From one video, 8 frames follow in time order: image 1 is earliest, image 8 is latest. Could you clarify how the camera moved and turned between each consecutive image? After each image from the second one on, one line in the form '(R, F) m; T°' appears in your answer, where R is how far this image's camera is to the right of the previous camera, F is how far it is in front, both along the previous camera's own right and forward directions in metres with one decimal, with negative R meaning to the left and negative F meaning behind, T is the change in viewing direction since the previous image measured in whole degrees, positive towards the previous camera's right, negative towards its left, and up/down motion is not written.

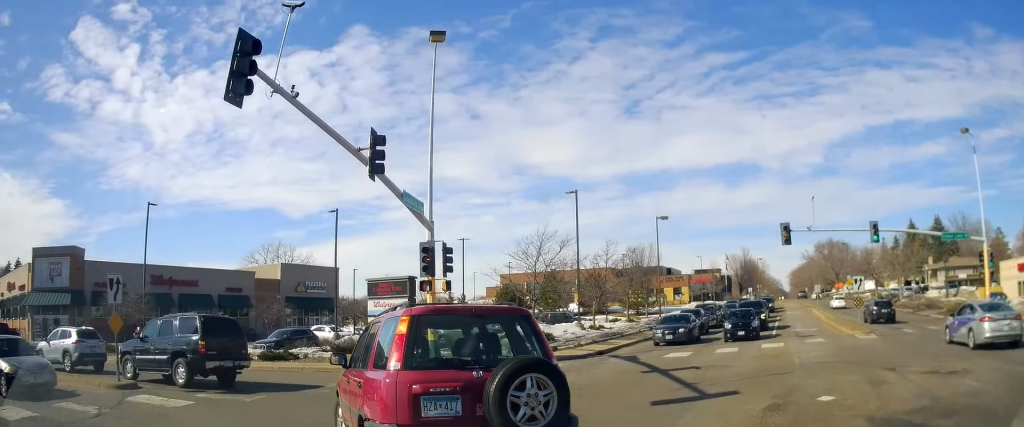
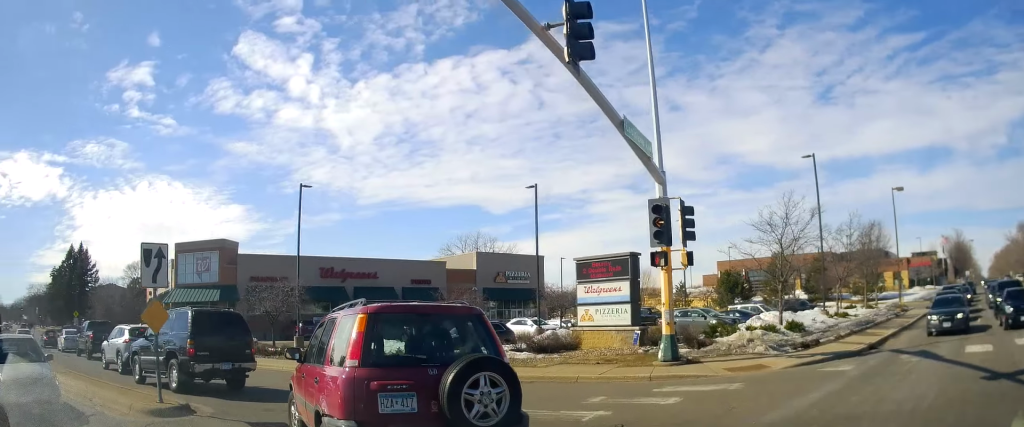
(-0.8, +6.6) m; -15°
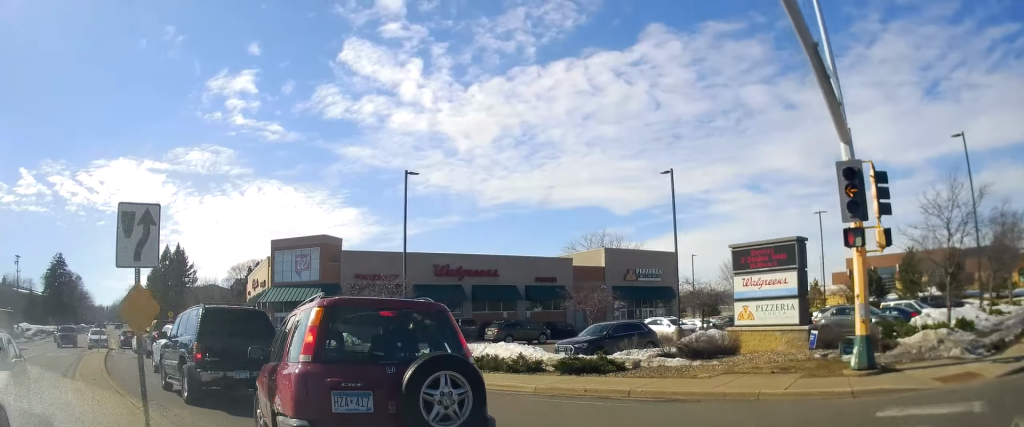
(-0.4, +4.1) m; -9°
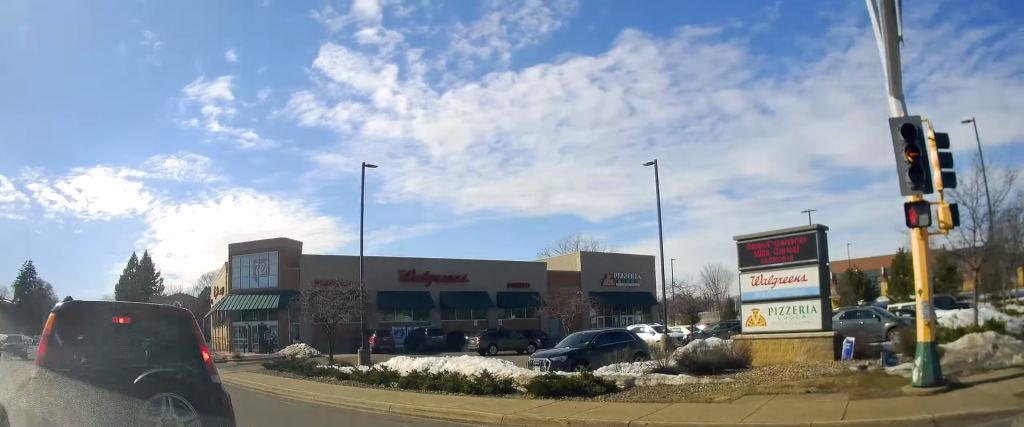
(-0.2, +3.8) m; -7°
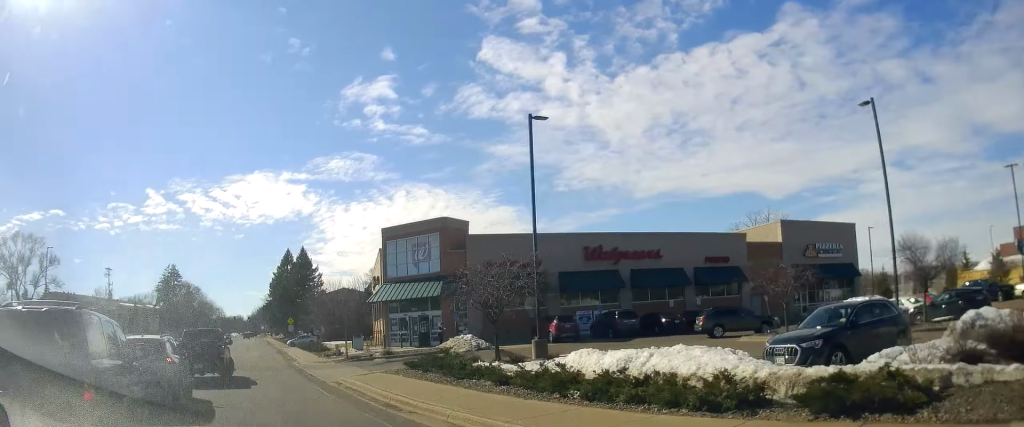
(-0.6, +5.7) m; -11°
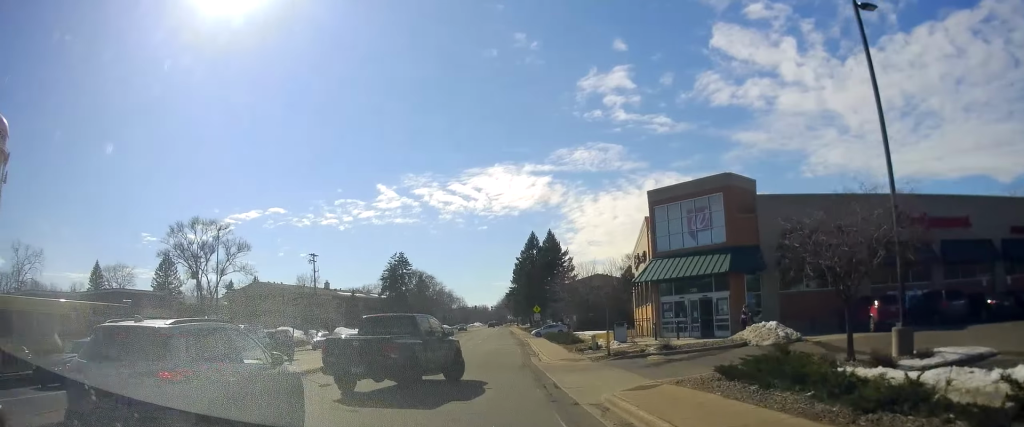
(-0.7, +7.0) m; -22°
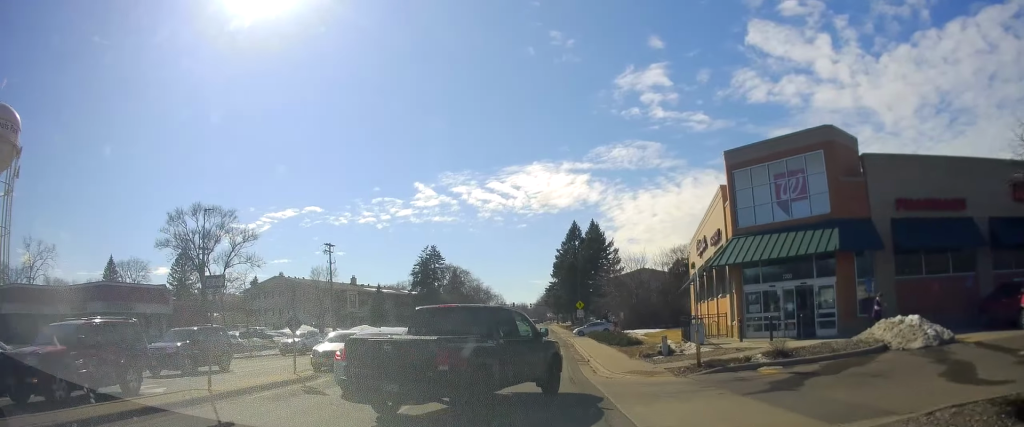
(-1.7, +6.8) m; -23°
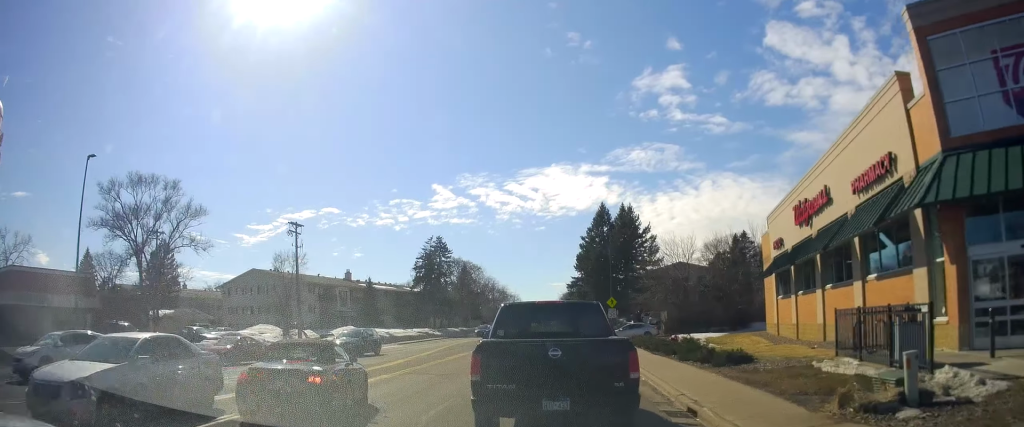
(-2.4, +16.0) m; -9°
